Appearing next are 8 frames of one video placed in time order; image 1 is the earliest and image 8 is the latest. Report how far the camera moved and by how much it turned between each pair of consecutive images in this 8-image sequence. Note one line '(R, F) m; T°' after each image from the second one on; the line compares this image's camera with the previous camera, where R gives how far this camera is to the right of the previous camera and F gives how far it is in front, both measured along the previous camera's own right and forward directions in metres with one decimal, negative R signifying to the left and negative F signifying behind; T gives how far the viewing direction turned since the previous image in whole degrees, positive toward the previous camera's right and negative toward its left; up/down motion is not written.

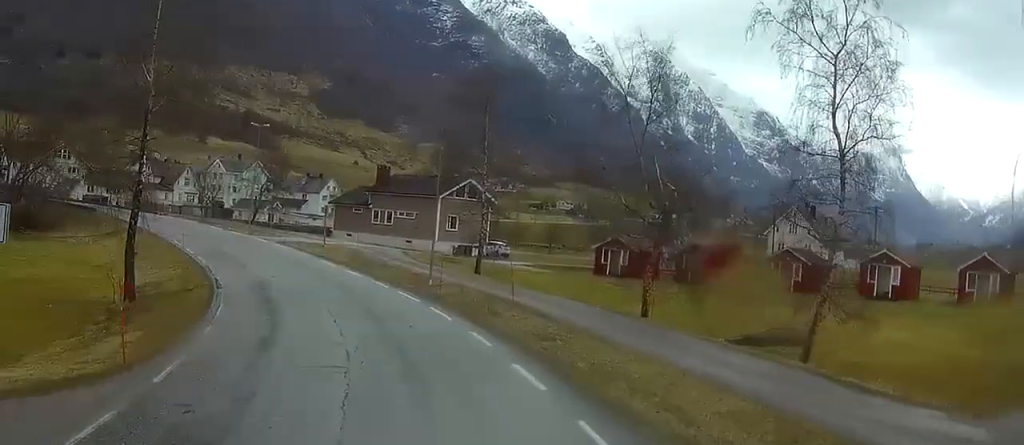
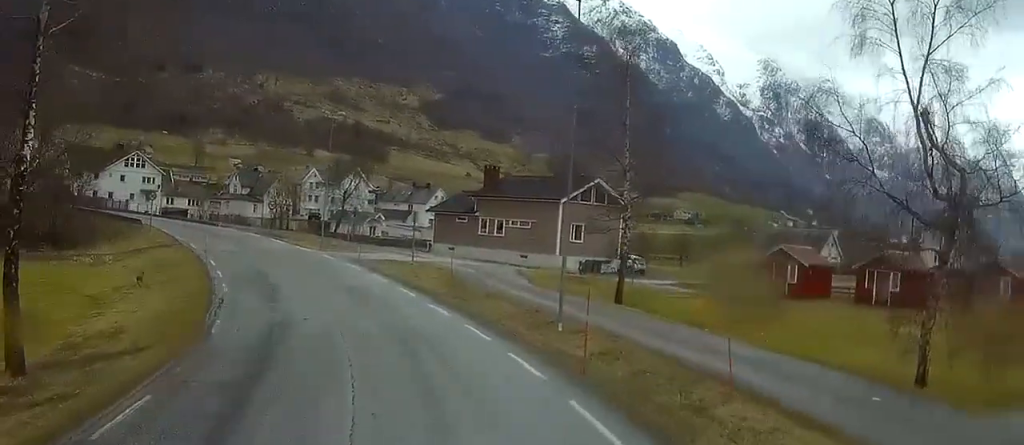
(-1.4, +16.7) m; -12°
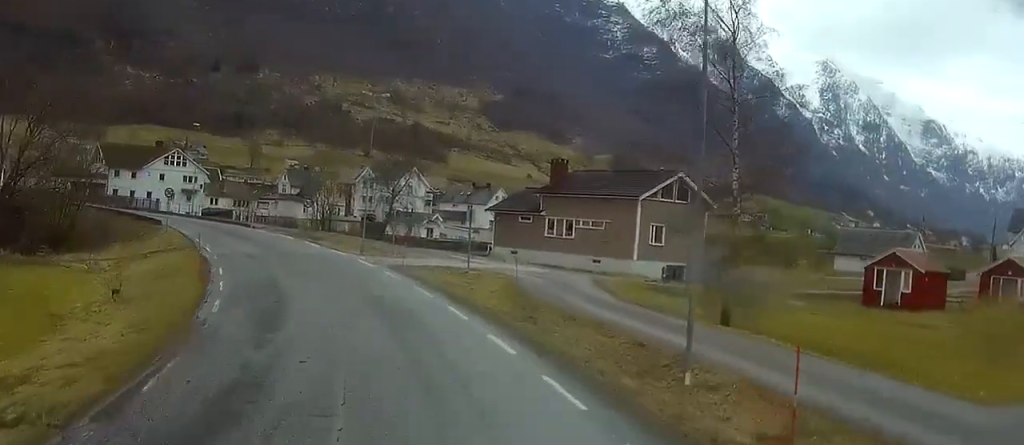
(-1.1, +9.1) m; -5°
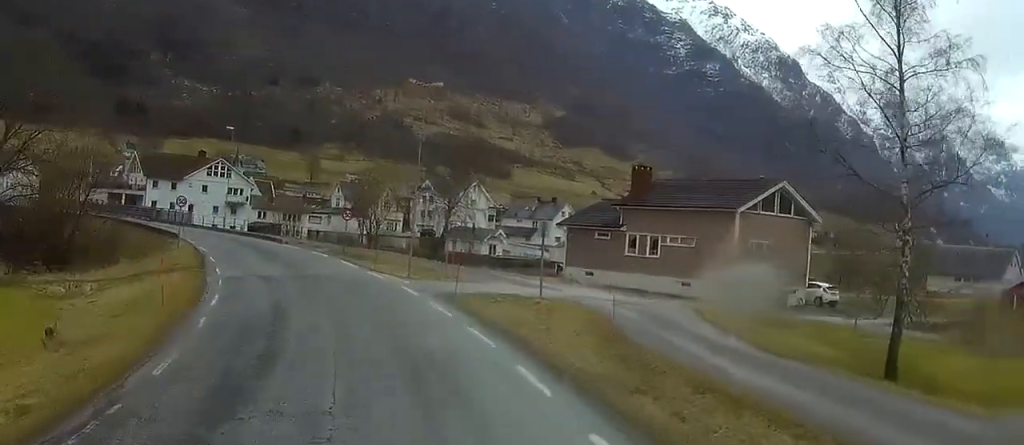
(-0.4, +9.7) m; -2°
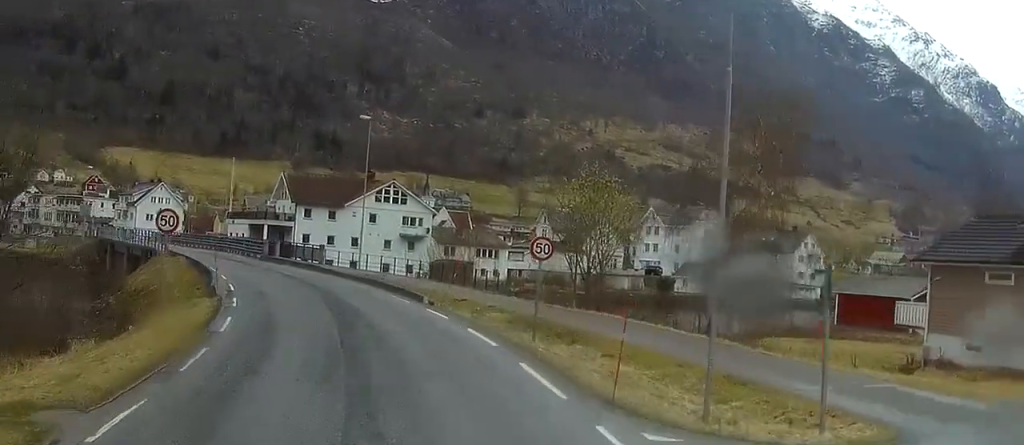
(-0.1, +29.5) m; 0°
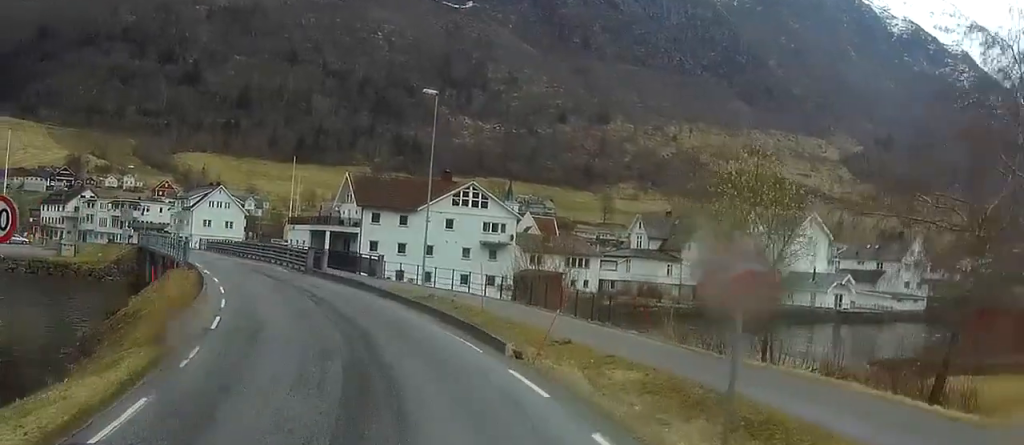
(0.0, +12.7) m; -2°
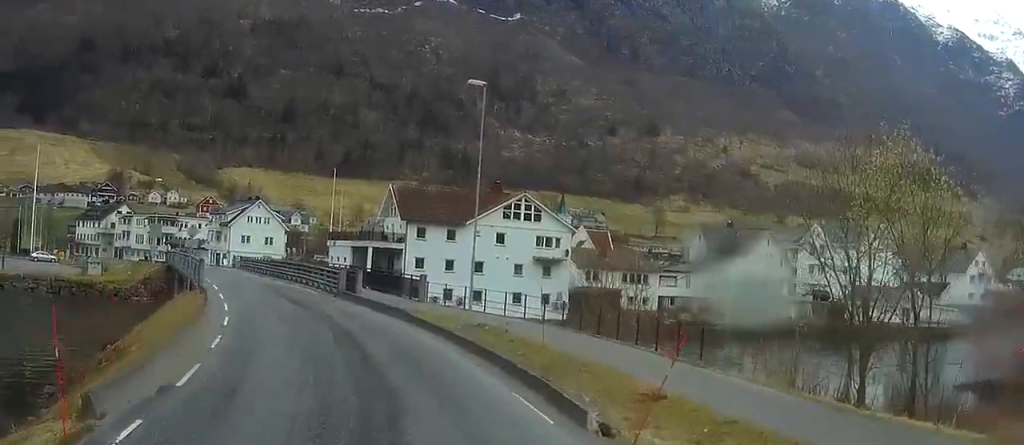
(+0.2, +6.6) m; -5°
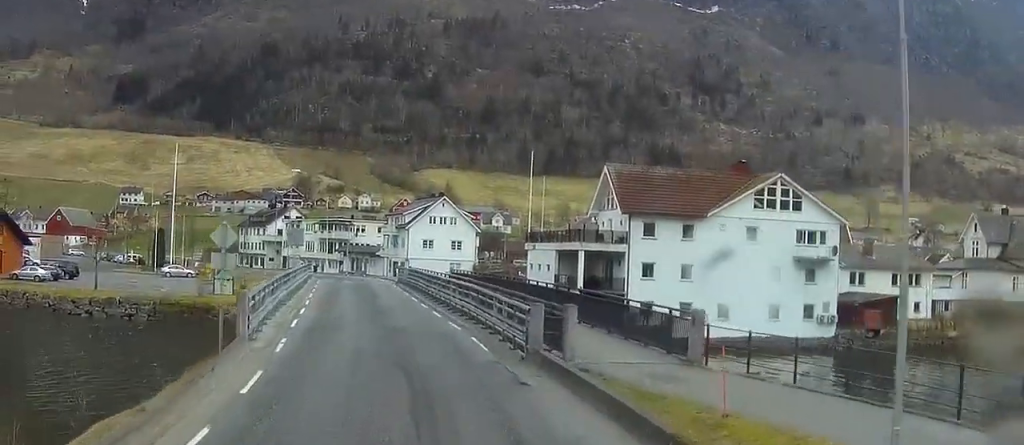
(-4.7, +23.0) m; -23°
